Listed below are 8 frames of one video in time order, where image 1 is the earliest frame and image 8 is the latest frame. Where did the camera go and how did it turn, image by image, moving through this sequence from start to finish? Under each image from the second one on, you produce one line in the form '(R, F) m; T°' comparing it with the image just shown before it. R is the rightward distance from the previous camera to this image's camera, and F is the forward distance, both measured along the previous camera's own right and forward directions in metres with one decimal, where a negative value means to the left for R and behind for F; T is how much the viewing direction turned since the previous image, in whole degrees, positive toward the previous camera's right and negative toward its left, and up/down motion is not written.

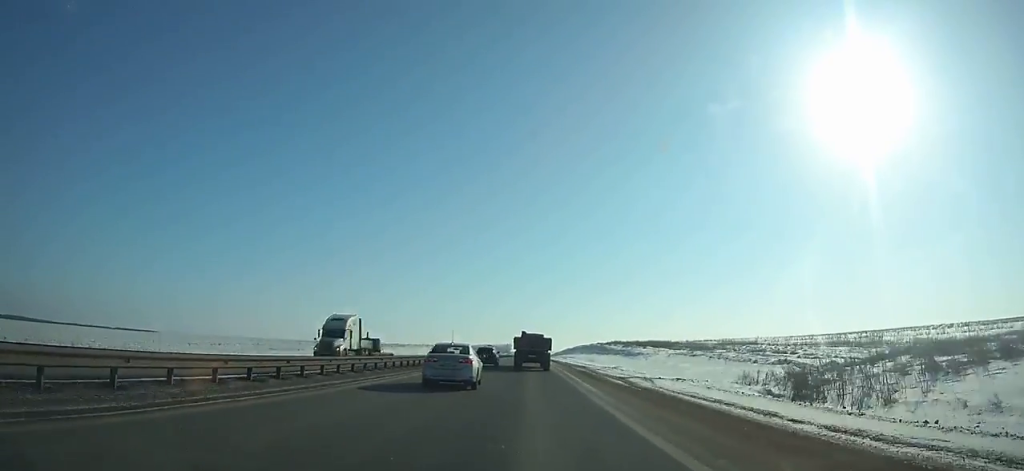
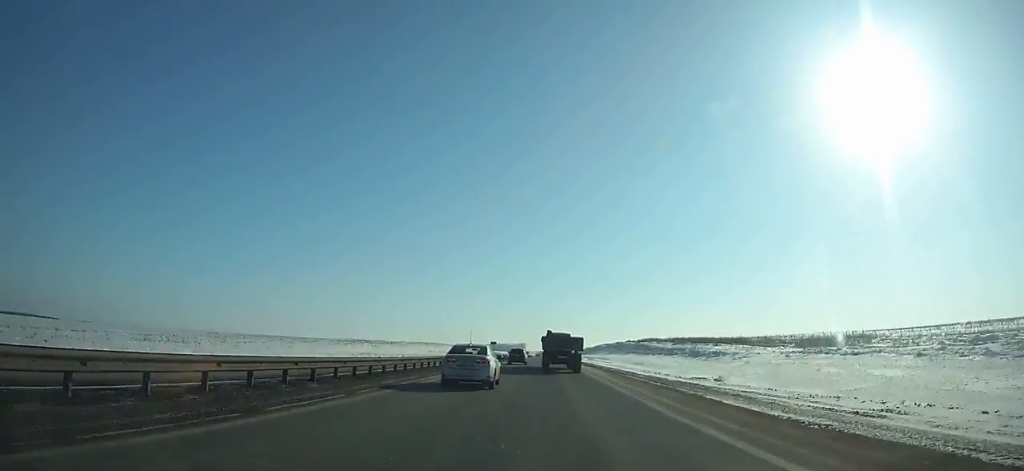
(-0.4, +35.2) m; 0°
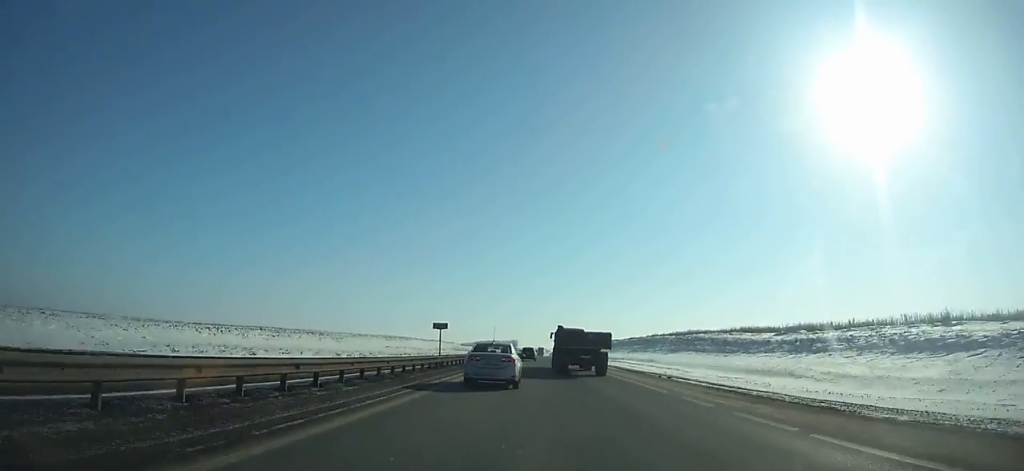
(-0.1, +45.9) m; 0°
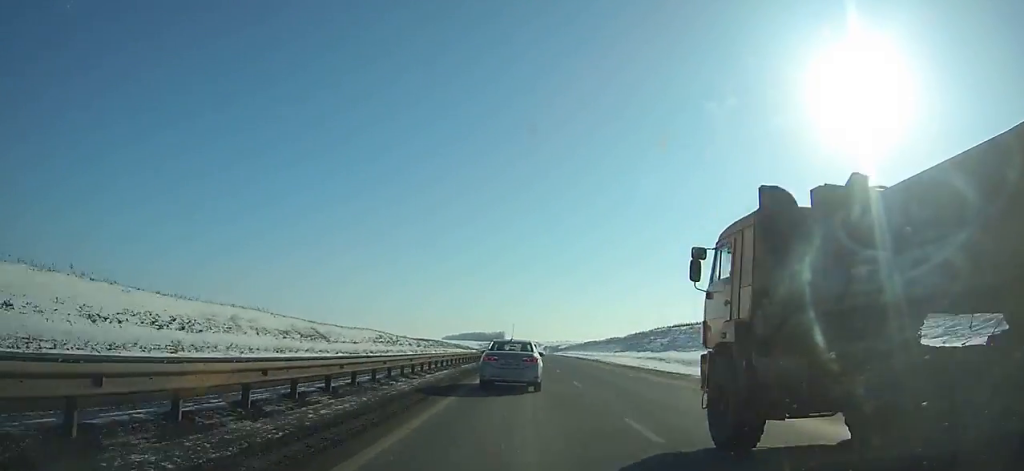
(+2.0, +197.3) m; +1°
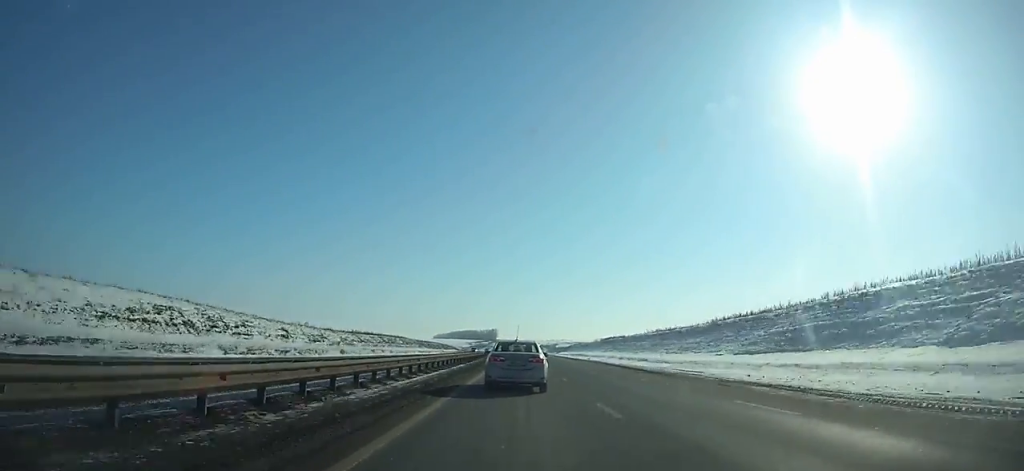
(0.0, +81.7) m; 0°
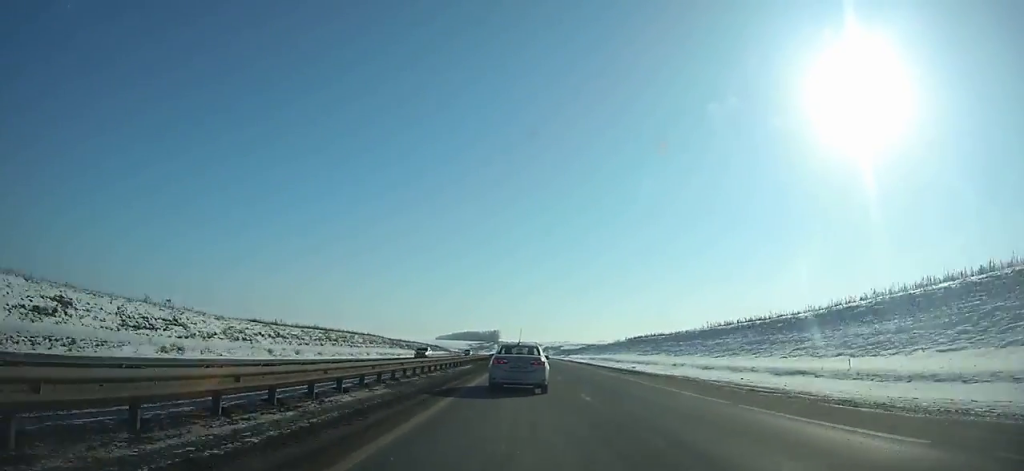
(0.0, +44.0) m; 0°
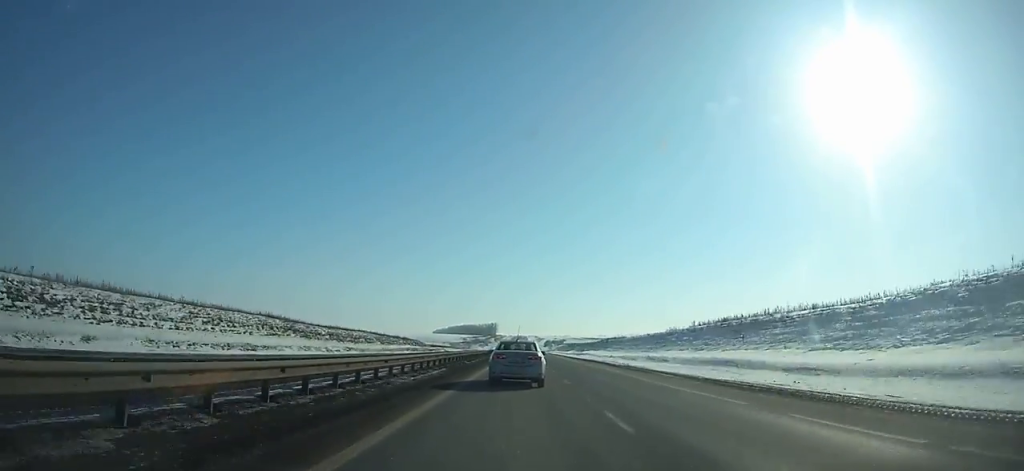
(0.0, +66.4) m; 0°
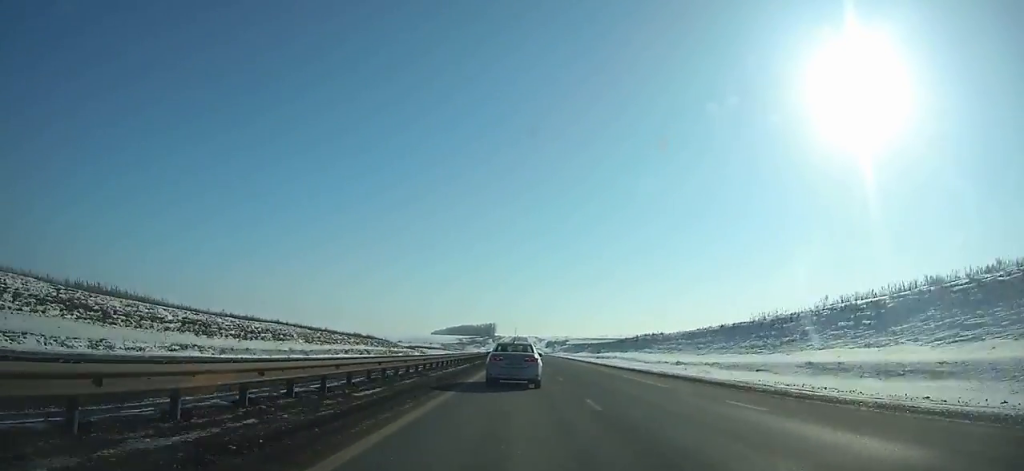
(0.0, +44.5) m; 0°
